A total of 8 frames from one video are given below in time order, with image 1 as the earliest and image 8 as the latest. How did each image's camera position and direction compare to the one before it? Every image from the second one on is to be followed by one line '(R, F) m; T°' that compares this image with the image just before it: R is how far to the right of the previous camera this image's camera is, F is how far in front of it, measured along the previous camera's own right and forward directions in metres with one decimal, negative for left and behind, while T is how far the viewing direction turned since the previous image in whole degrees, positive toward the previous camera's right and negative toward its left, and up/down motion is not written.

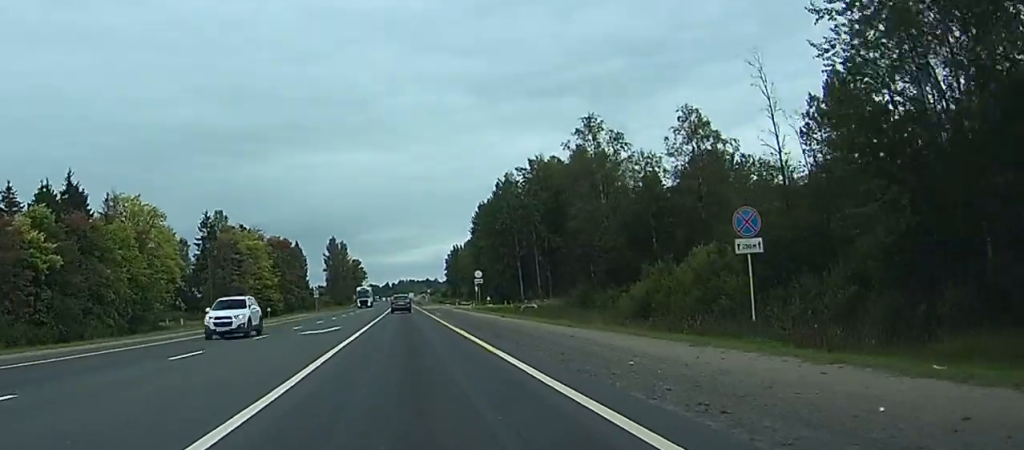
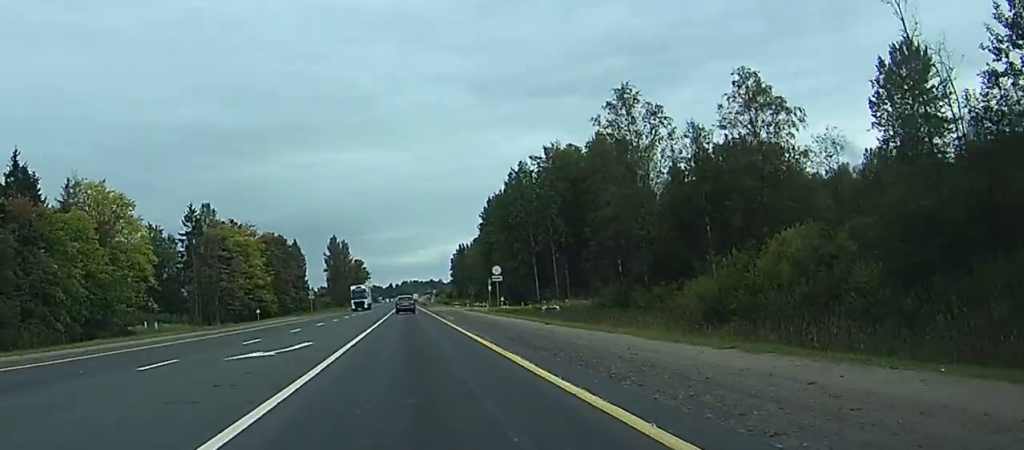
(-0.1, +15.2) m; +1°
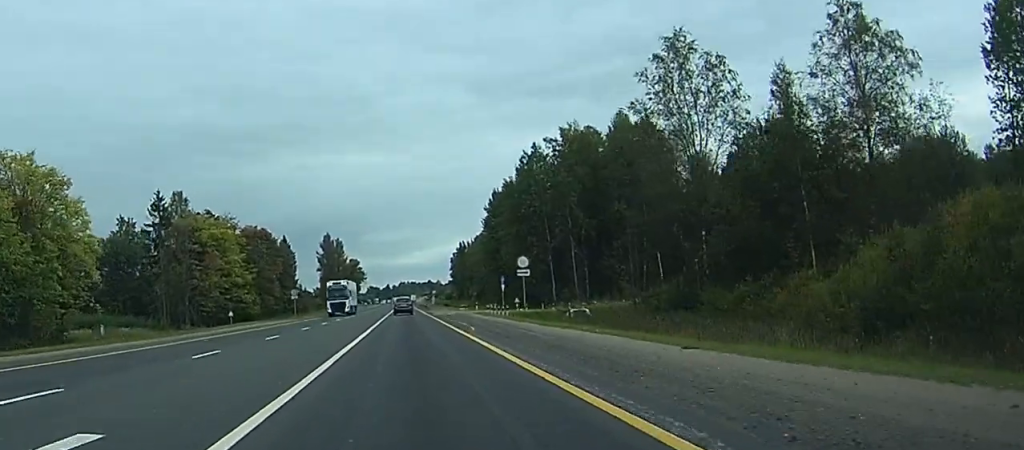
(+0.3, +19.3) m; 0°
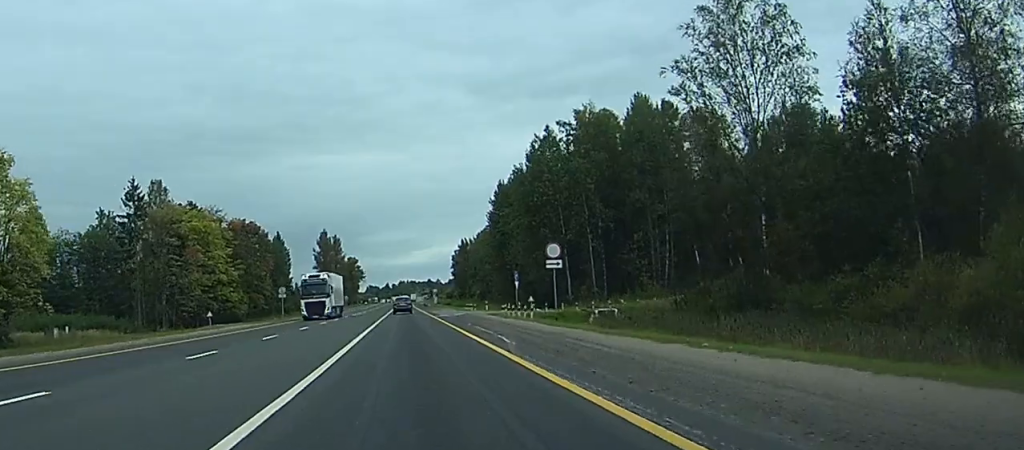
(+0.3, +12.6) m; -1°
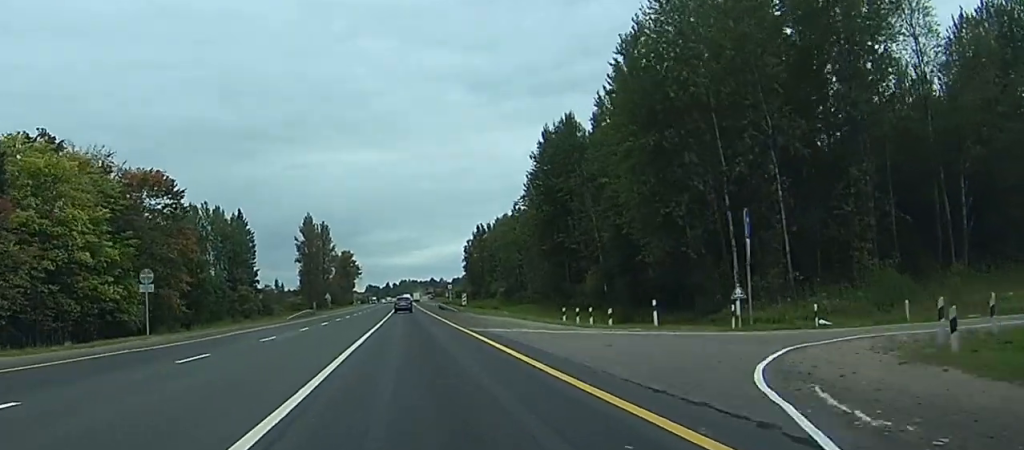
(-1.1, +60.4) m; 0°
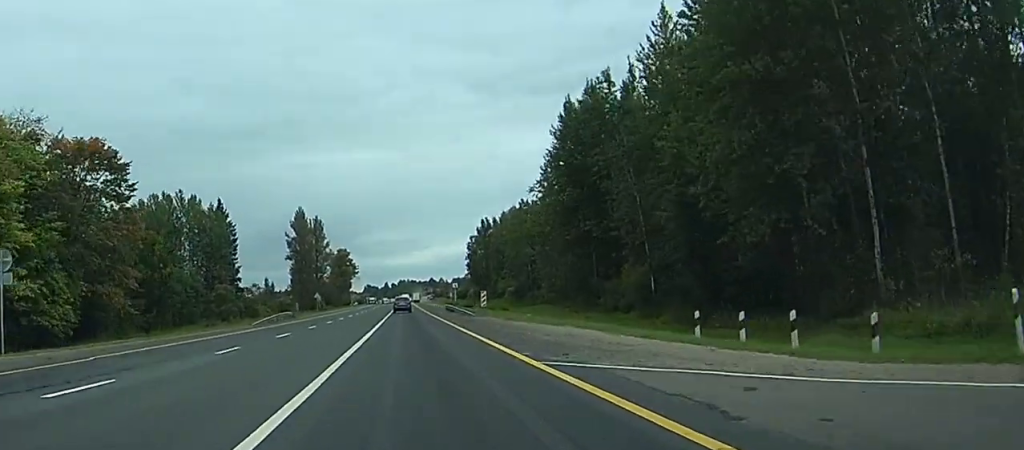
(0.0, +19.5) m; 0°
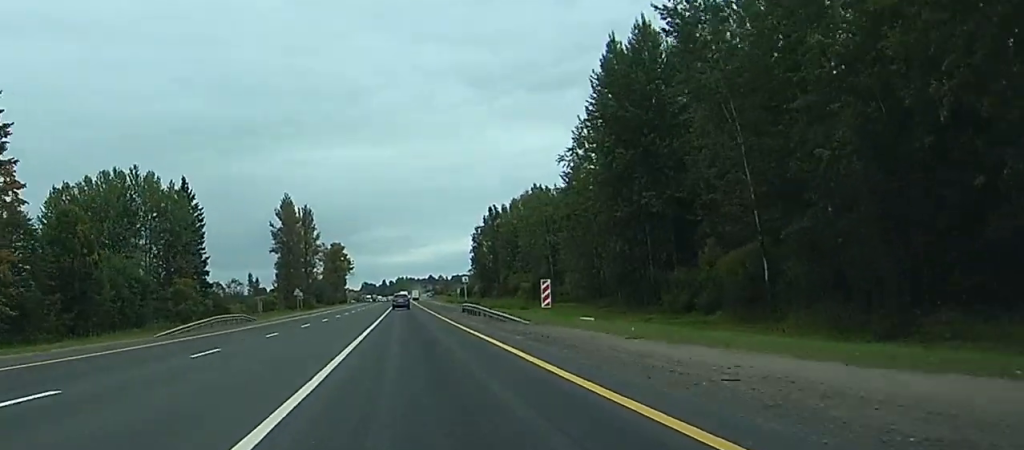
(0.0, +26.3) m; 0°
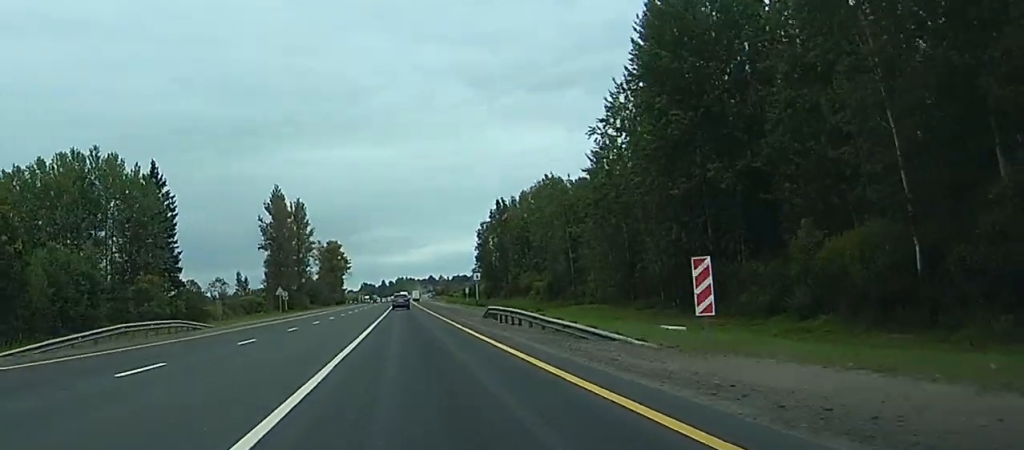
(0.0, +17.8) m; 0°
